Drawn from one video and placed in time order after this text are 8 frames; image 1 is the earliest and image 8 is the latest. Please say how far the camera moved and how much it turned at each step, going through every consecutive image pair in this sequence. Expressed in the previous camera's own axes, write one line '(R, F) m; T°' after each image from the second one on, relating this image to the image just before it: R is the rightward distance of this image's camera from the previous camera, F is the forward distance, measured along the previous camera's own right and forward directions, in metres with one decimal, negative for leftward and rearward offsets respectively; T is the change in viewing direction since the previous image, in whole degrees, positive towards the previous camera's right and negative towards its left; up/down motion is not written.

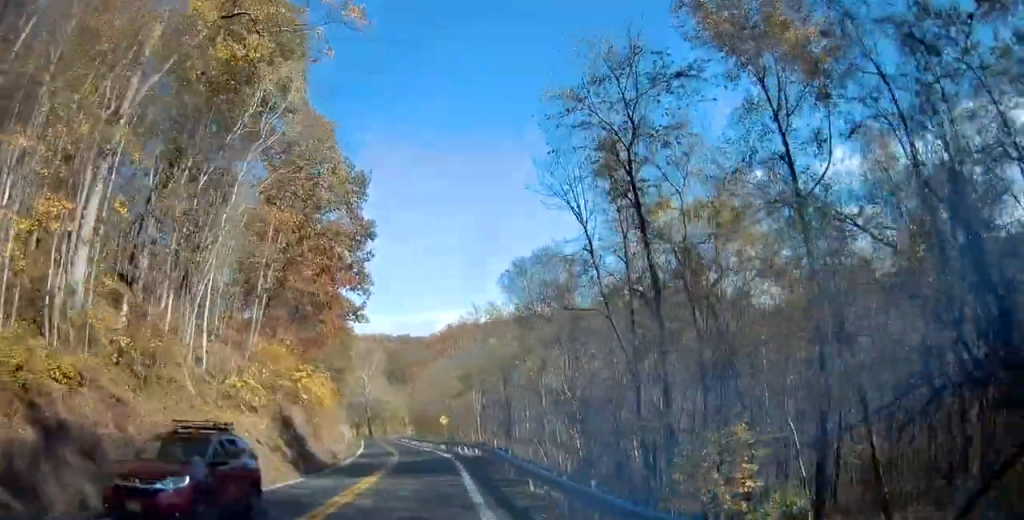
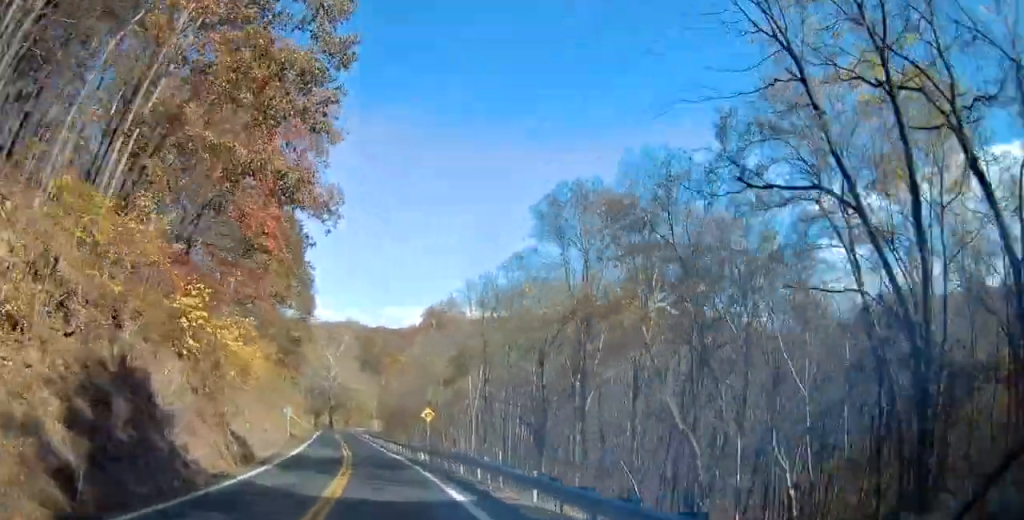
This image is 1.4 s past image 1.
(+1.5, +20.6) m; +6°
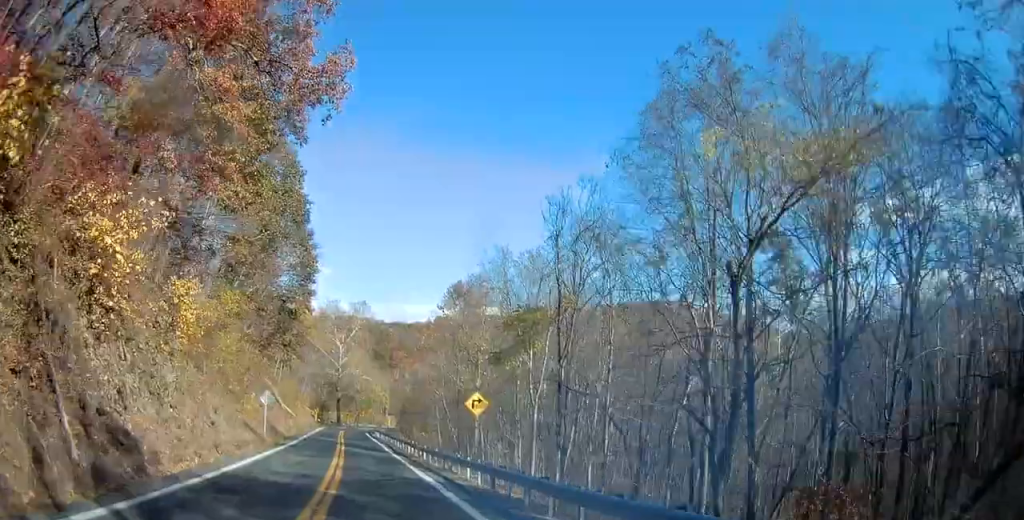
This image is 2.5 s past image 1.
(+0.4, +16.3) m; +1°
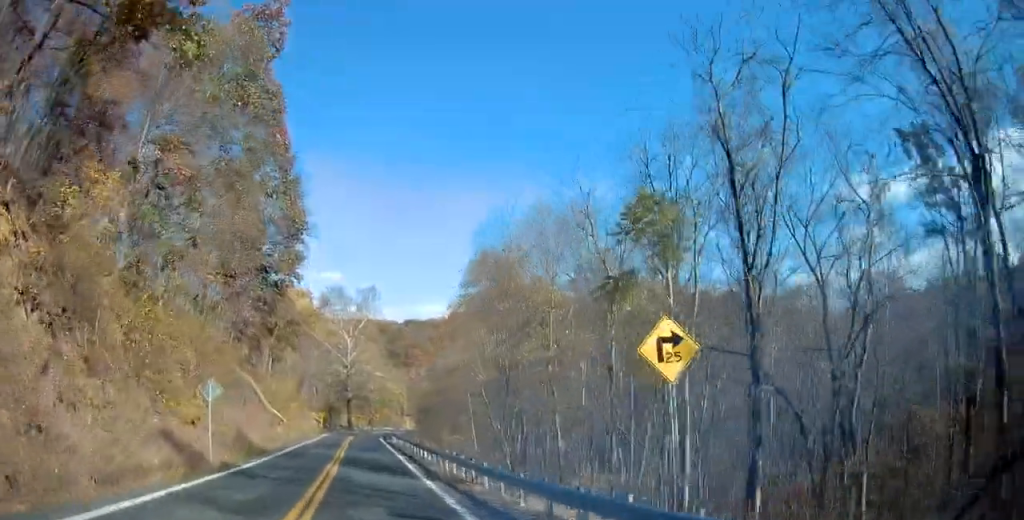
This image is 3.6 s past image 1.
(-0.3, +15.9) m; -1°
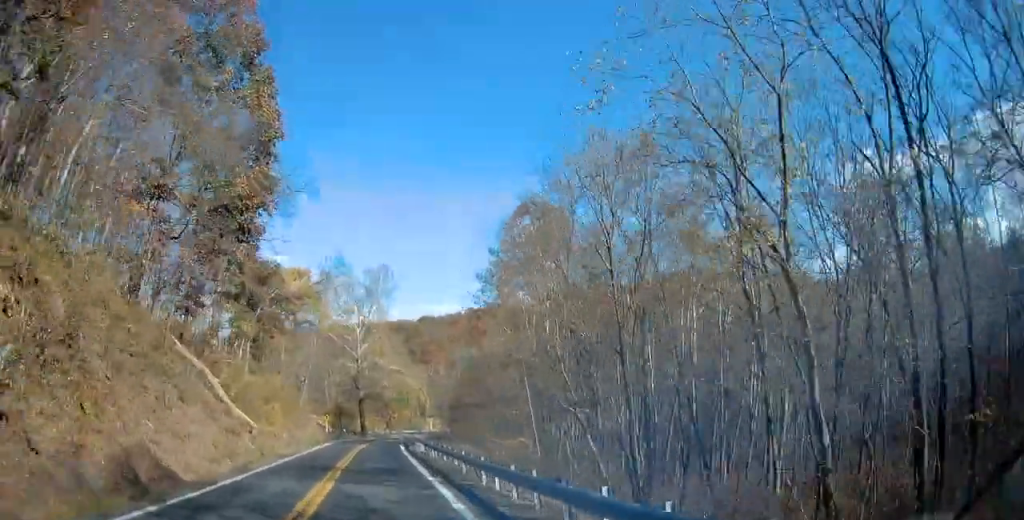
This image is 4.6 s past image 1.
(0.0, +16.7) m; -3°
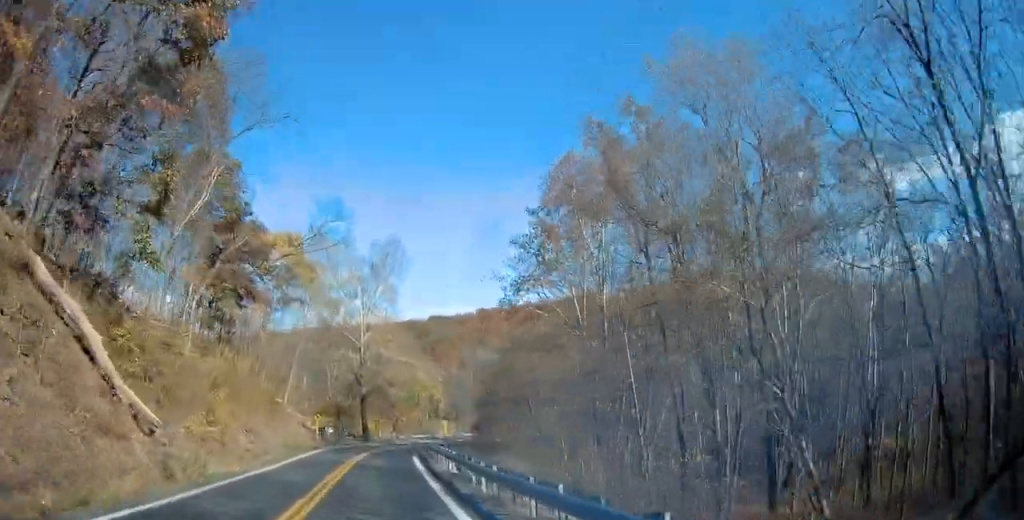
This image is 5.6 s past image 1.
(-0.8, +15.6) m; -2°
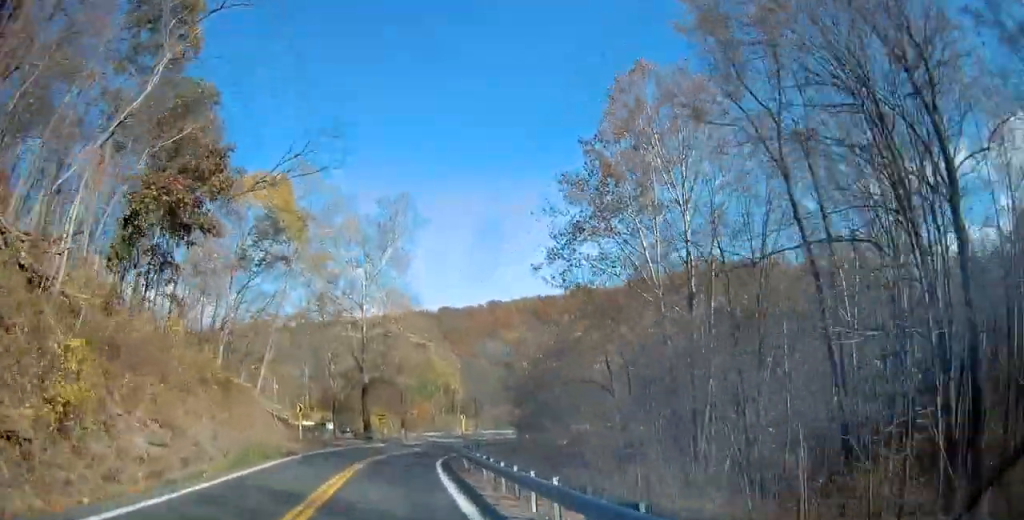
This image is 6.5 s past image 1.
(+0.2, +14.4) m; 0°
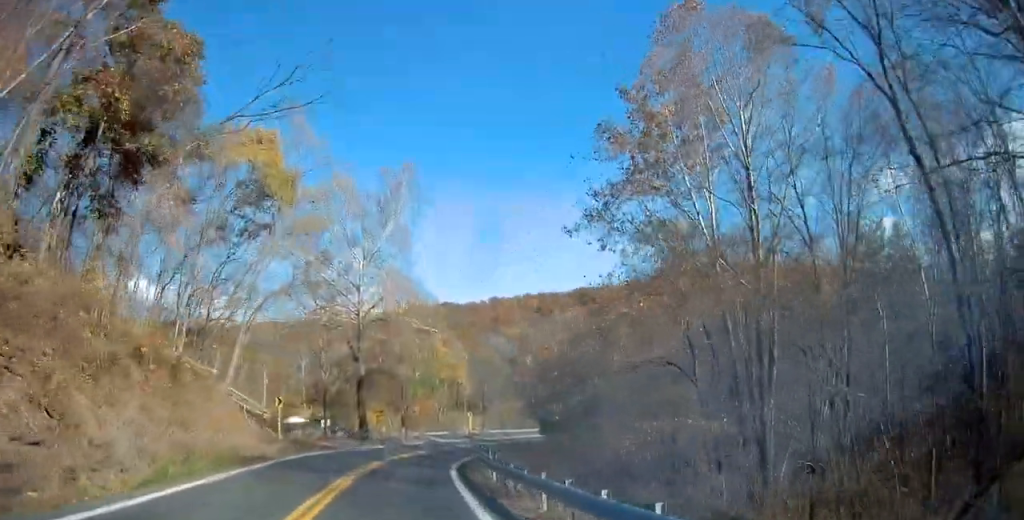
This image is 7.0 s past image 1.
(0.0, +8.0) m; 0°
